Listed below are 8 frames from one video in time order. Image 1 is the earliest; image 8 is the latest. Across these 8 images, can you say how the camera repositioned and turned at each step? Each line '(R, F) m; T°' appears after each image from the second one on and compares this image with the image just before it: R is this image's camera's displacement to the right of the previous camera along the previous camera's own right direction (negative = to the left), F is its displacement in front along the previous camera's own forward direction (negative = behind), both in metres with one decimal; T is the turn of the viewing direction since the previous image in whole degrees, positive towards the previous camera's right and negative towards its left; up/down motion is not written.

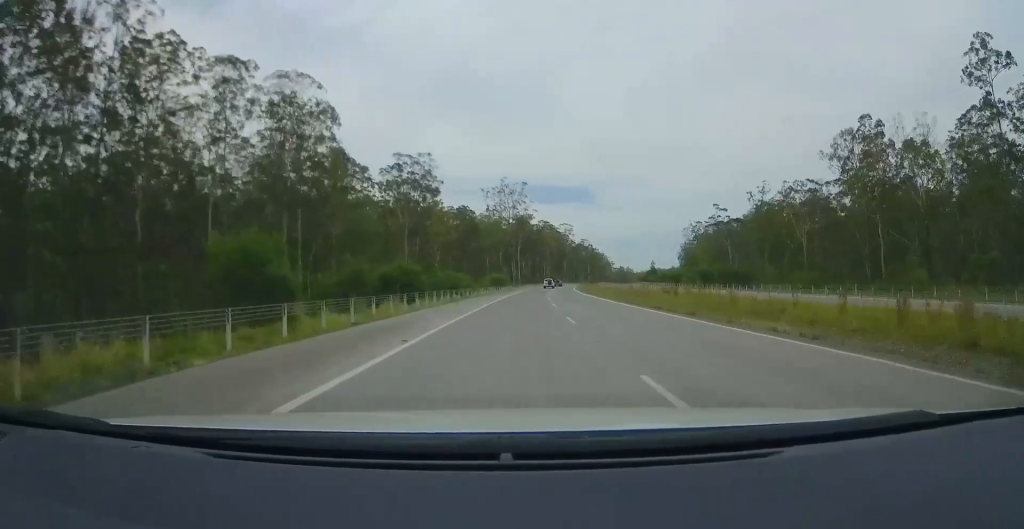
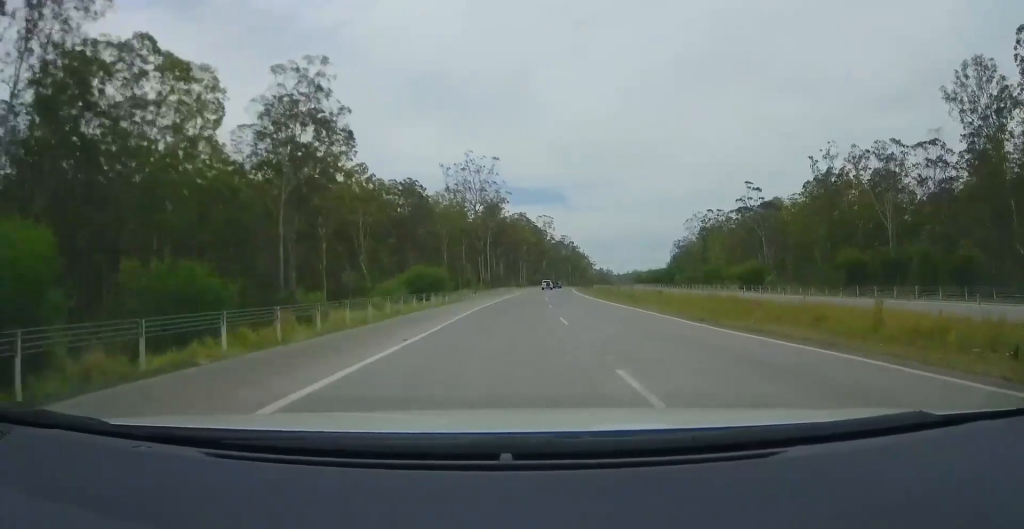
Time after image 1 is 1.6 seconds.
(+1.9, +47.0) m; +5°
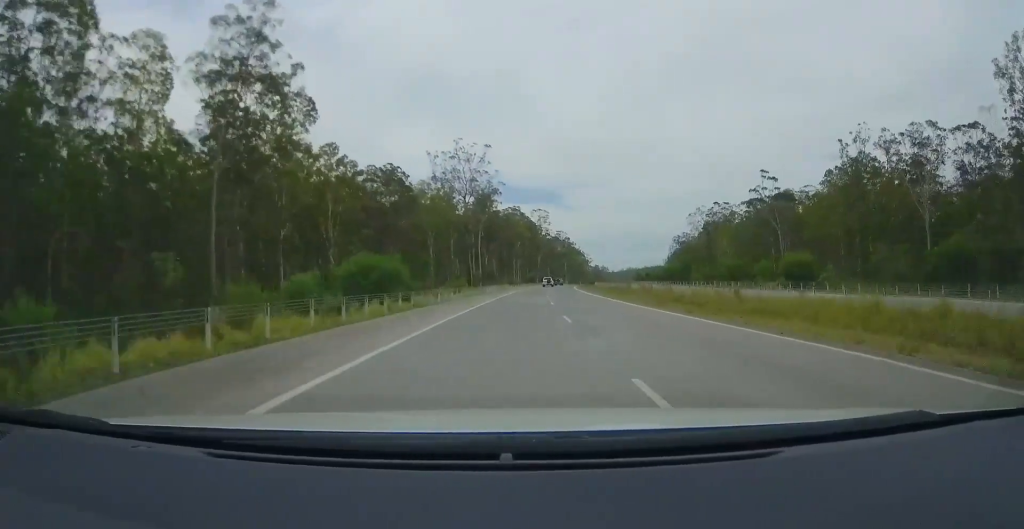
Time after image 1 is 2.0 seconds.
(+0.2, +13.1) m; +1°
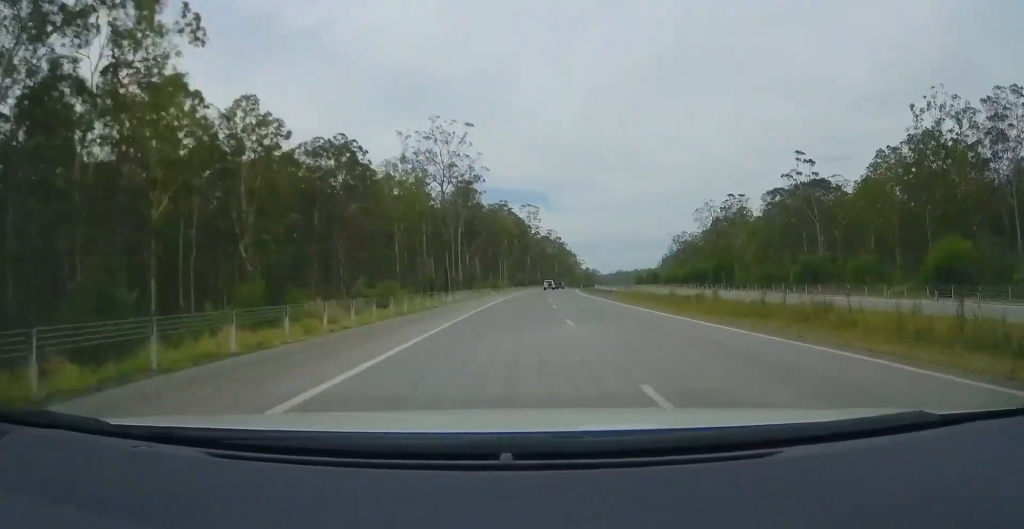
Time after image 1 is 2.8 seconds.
(+0.4, +23.9) m; +1°
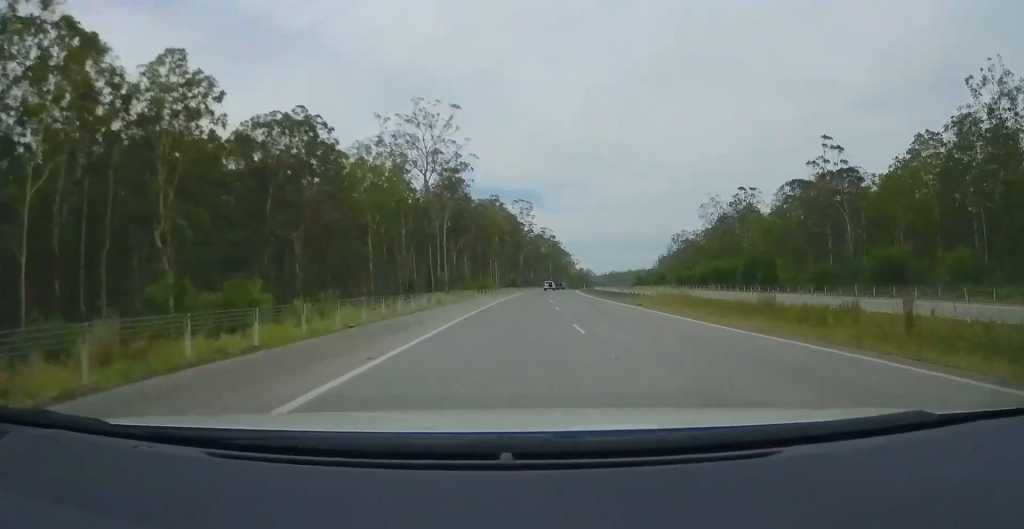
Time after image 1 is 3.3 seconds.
(0.0, +14.3) m; 0°
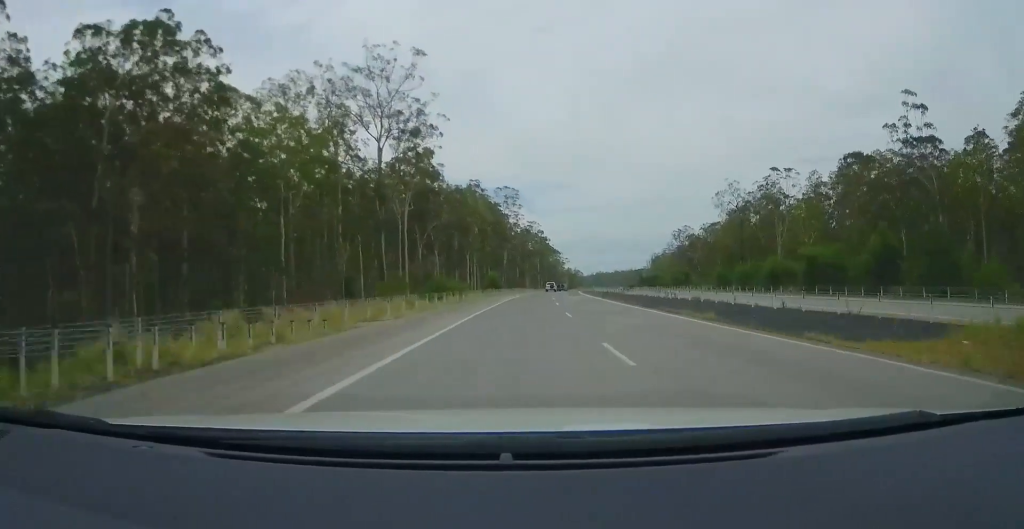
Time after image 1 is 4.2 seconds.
(+0.3, +28.8) m; +1°
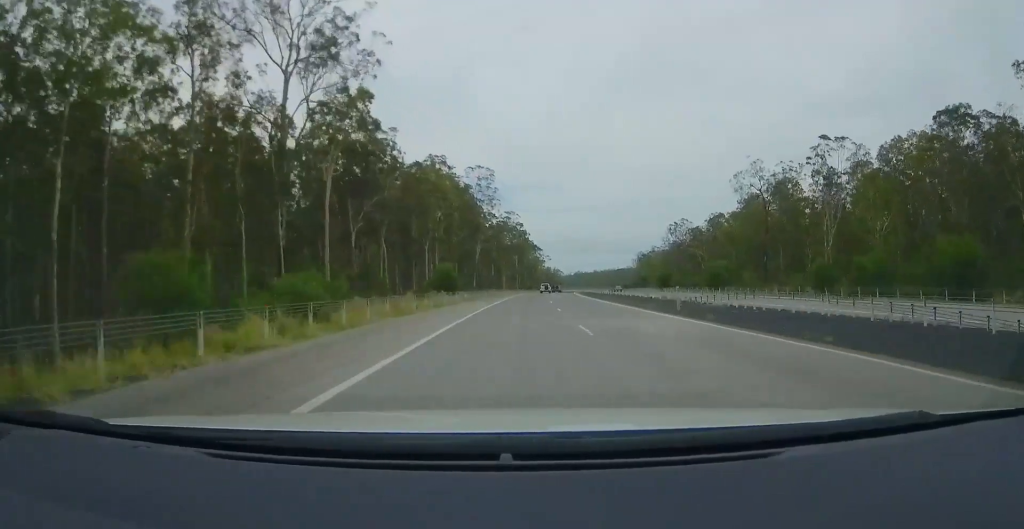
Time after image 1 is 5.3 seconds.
(+0.4, +31.3) m; +1°
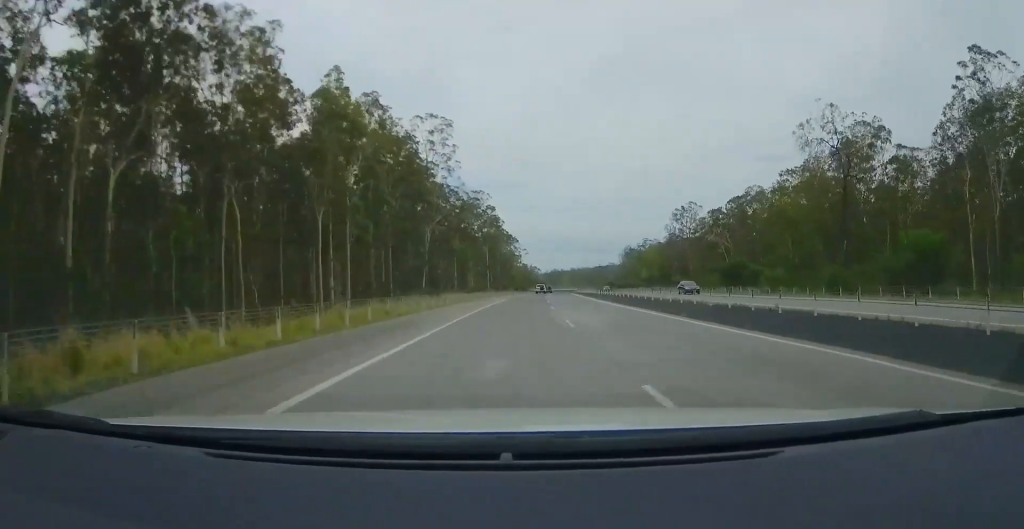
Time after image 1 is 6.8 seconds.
(+0.3, +44.9) m; +1°
